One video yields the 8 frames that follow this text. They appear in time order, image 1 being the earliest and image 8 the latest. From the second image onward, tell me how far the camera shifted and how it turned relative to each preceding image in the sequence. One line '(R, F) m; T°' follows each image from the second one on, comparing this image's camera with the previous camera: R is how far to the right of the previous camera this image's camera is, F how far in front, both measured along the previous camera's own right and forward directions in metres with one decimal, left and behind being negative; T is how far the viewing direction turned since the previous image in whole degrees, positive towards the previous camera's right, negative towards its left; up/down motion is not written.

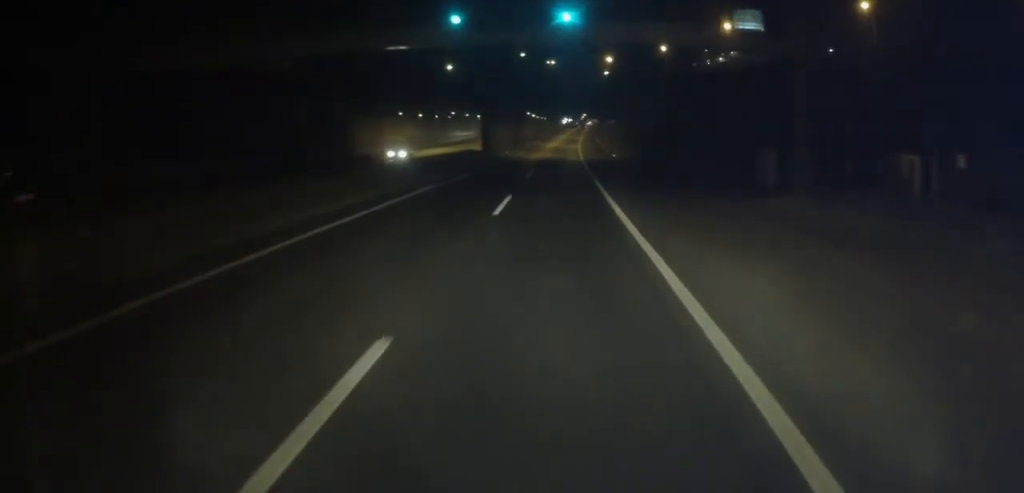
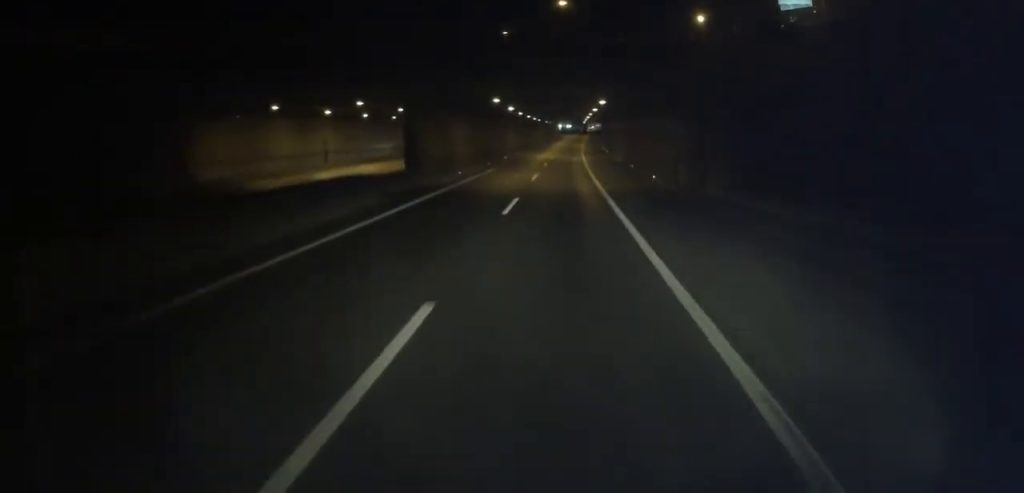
(+0.1, +36.9) m; 0°
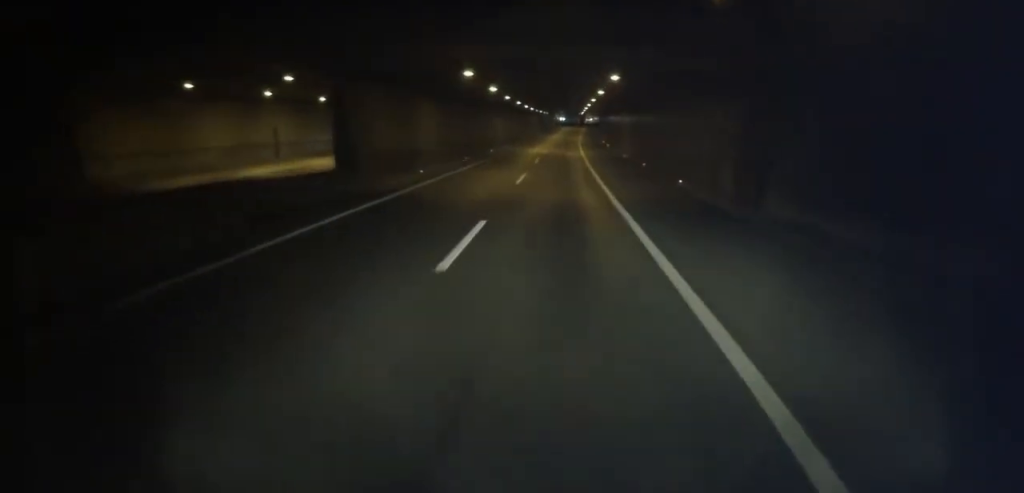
(-0.1, +12.3) m; 0°
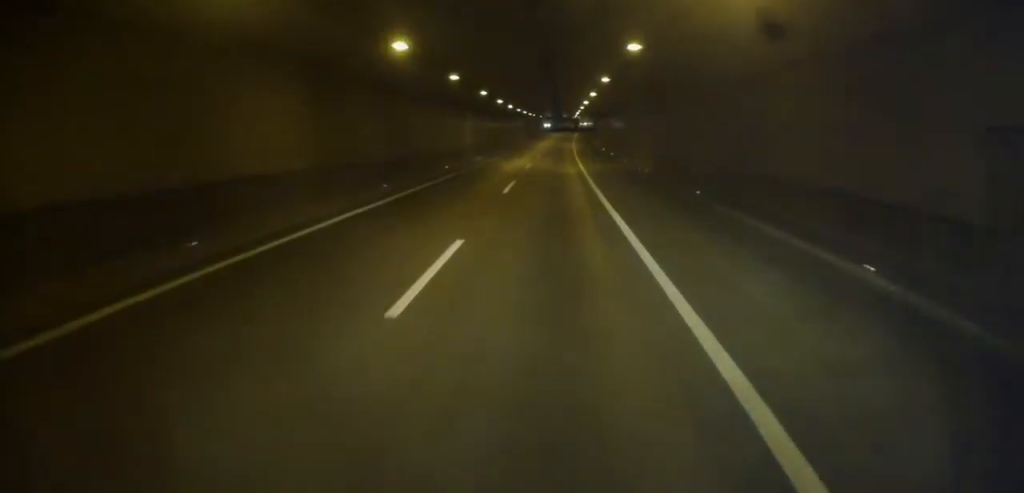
(+0.2, +25.3) m; 0°
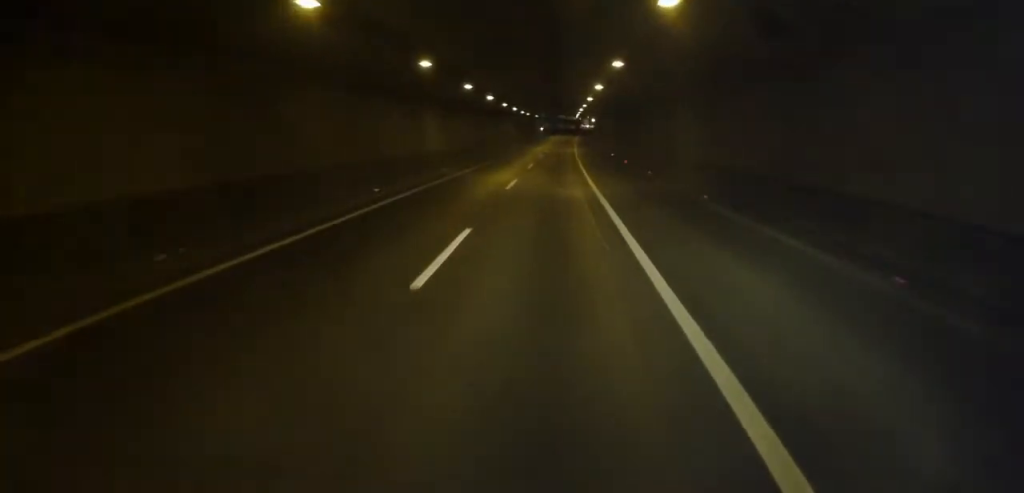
(-0.1, +18.5) m; 0°
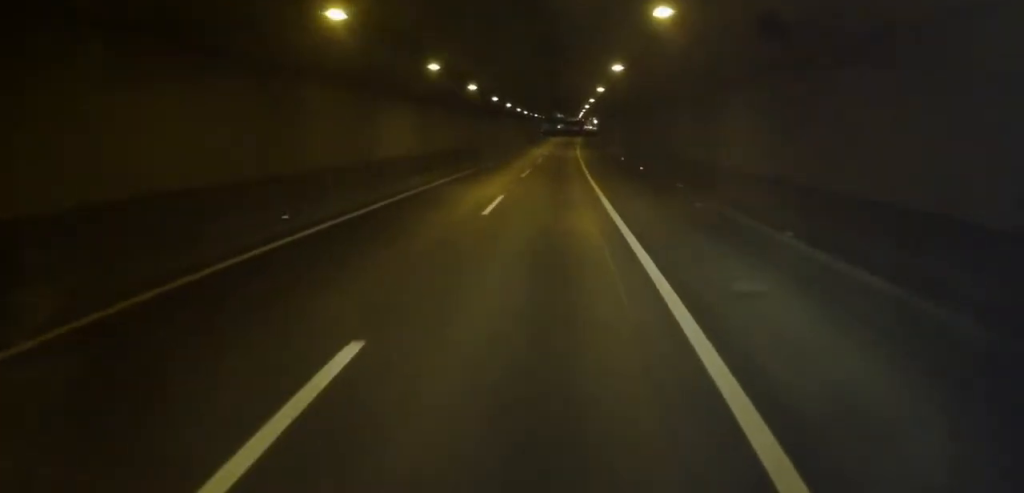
(0.0, +10.1) m; 0°
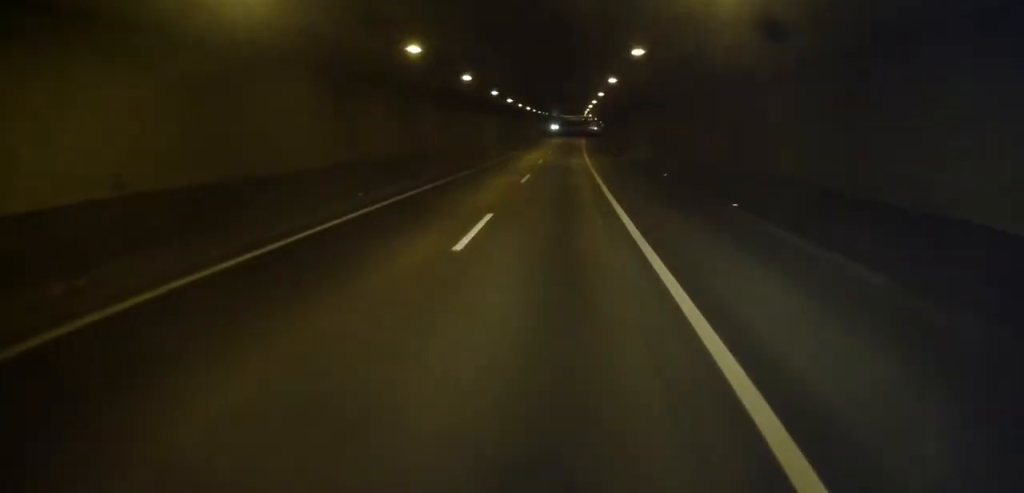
(+0.3, +25.9) m; +1°
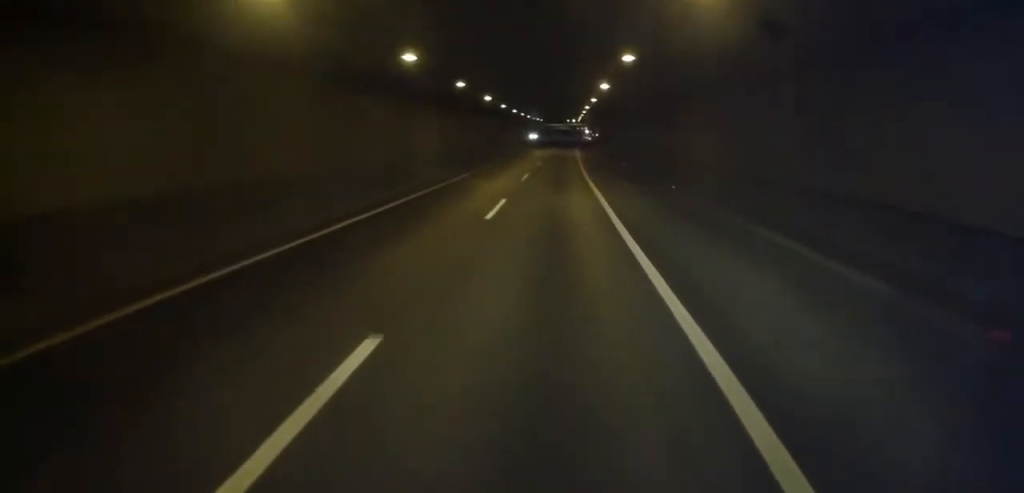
(-0.1, +30.8) m; -1°
